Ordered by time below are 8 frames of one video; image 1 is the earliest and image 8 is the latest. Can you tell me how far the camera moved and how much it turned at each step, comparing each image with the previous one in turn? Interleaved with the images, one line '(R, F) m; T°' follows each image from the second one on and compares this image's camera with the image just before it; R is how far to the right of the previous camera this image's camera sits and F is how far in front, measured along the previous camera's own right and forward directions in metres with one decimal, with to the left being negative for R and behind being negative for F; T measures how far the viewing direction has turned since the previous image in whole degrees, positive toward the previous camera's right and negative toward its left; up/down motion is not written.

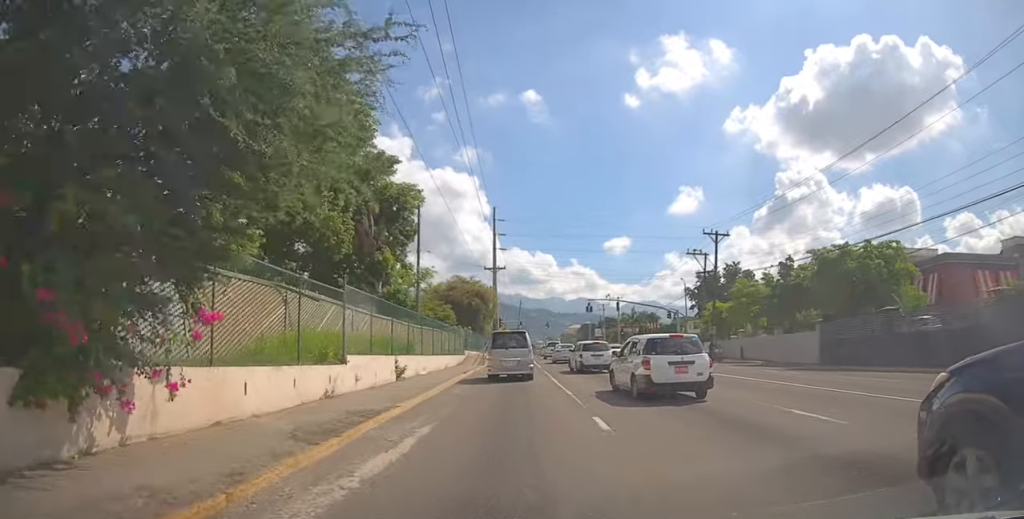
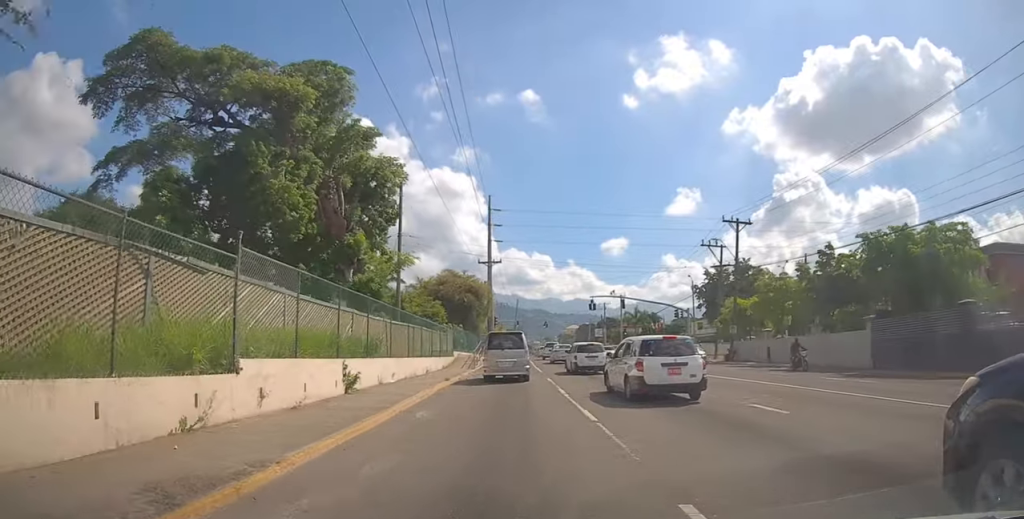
(-0.1, +5.7) m; 0°
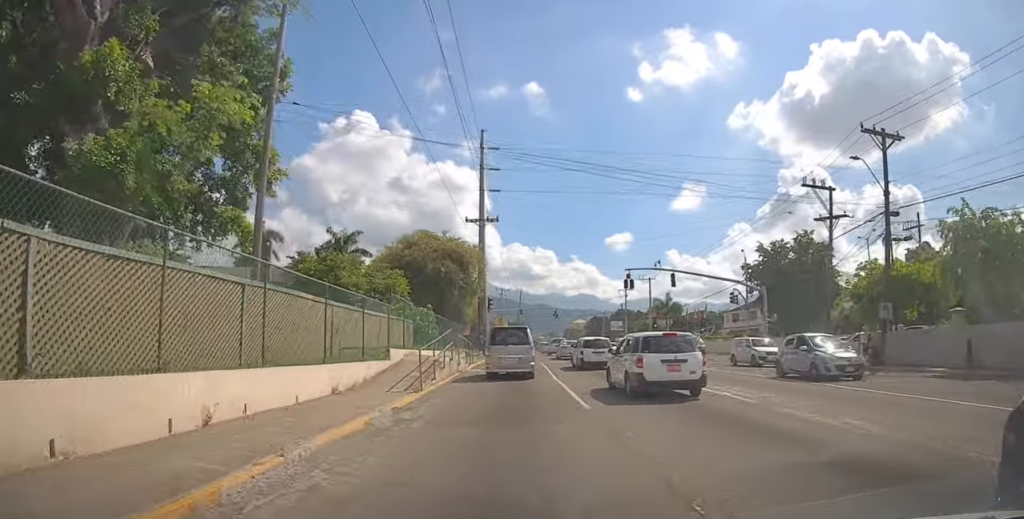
(+0.4, +19.3) m; +2°
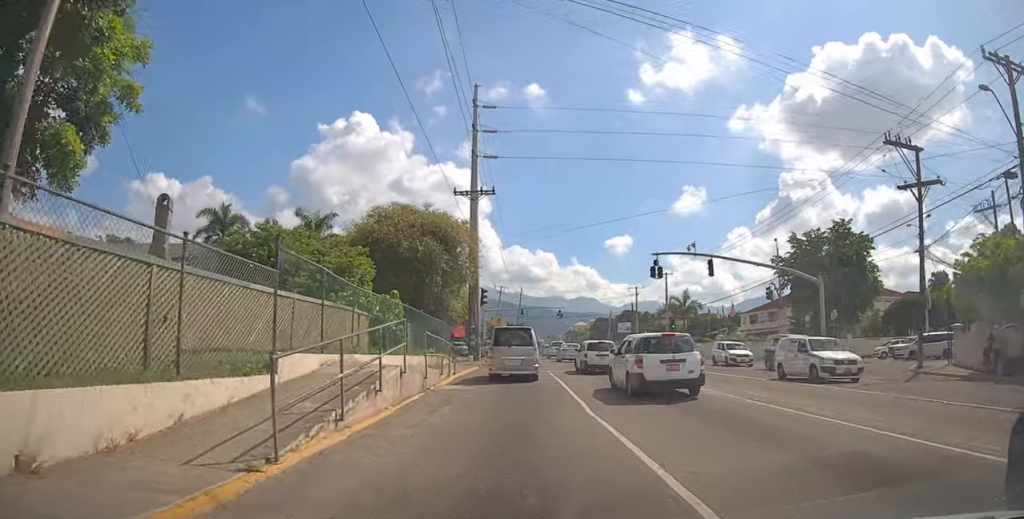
(0.0, +9.1) m; +1°
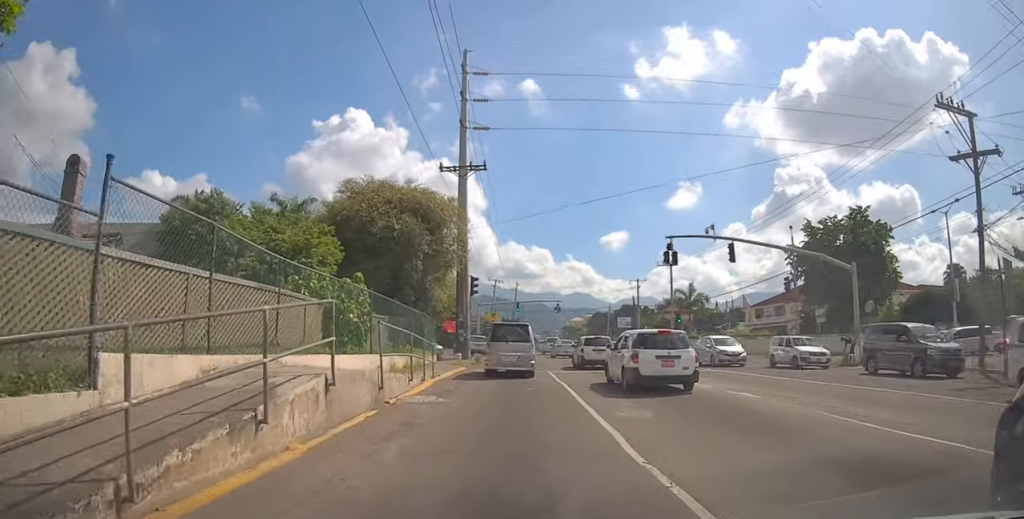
(+0.1, +4.5) m; 0°
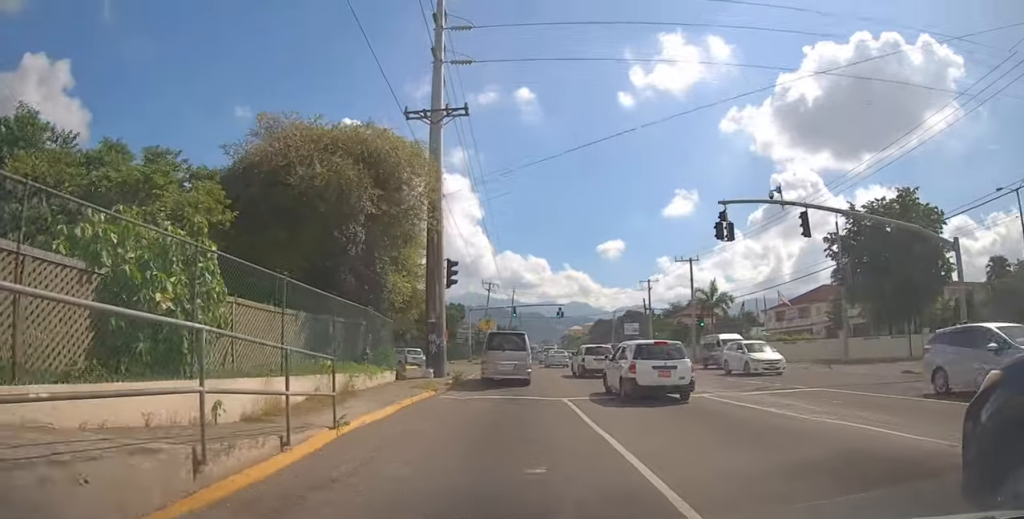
(-0.1, +9.1) m; -1°
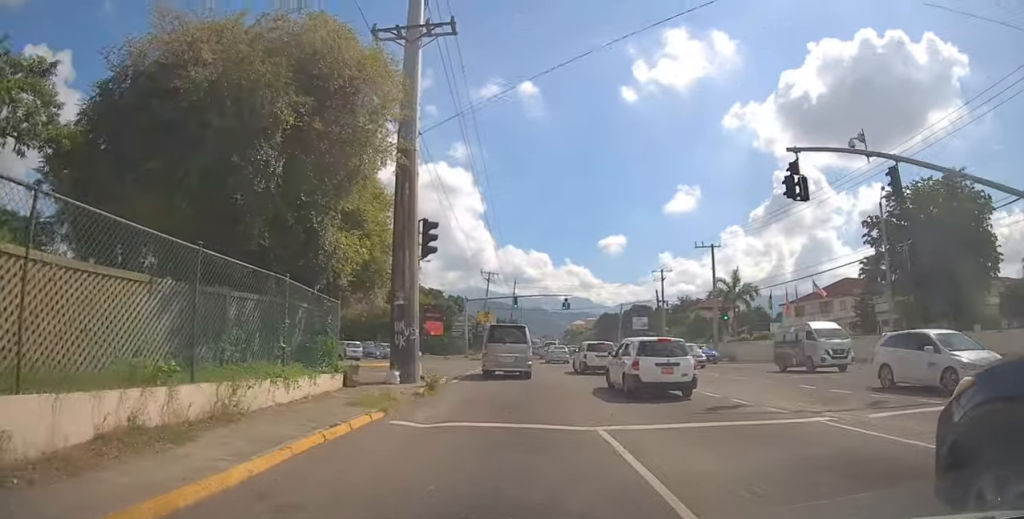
(0.0, +6.1) m; 0°
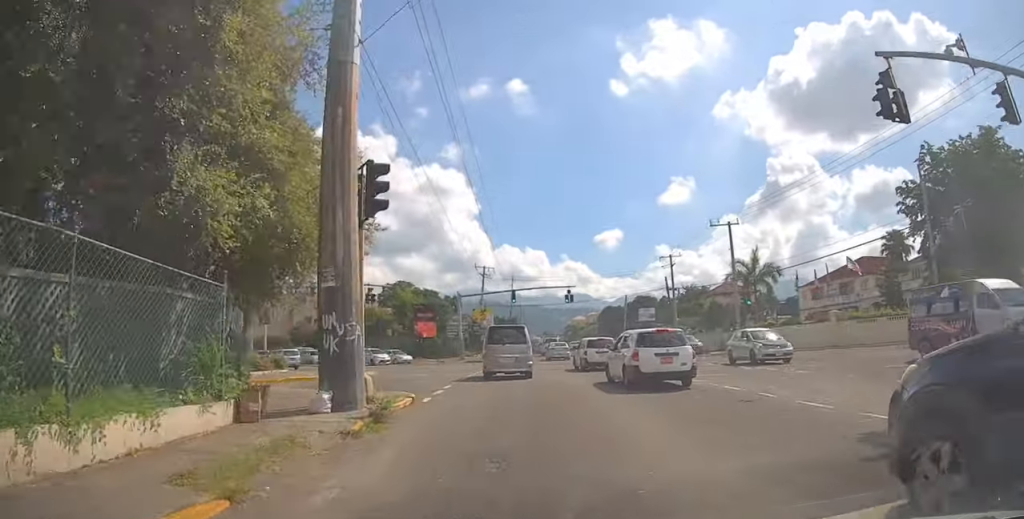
(0.0, +5.5) m; +1°
